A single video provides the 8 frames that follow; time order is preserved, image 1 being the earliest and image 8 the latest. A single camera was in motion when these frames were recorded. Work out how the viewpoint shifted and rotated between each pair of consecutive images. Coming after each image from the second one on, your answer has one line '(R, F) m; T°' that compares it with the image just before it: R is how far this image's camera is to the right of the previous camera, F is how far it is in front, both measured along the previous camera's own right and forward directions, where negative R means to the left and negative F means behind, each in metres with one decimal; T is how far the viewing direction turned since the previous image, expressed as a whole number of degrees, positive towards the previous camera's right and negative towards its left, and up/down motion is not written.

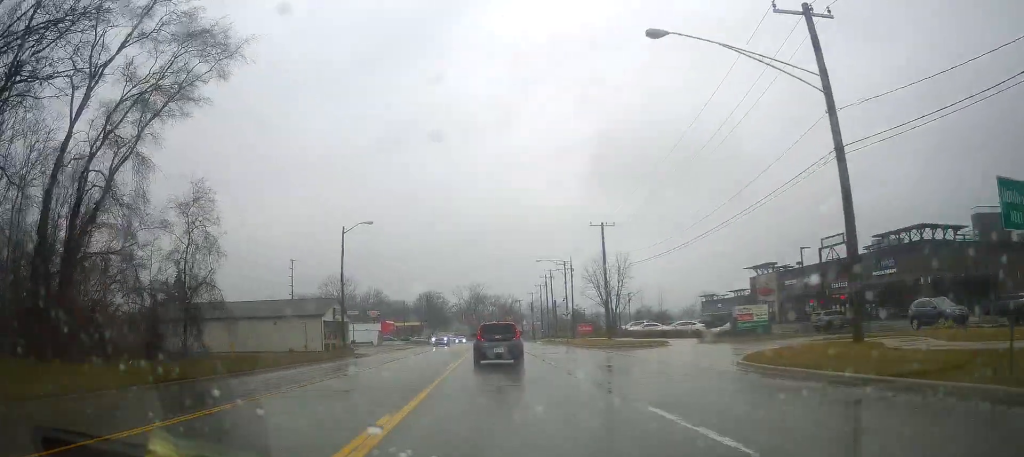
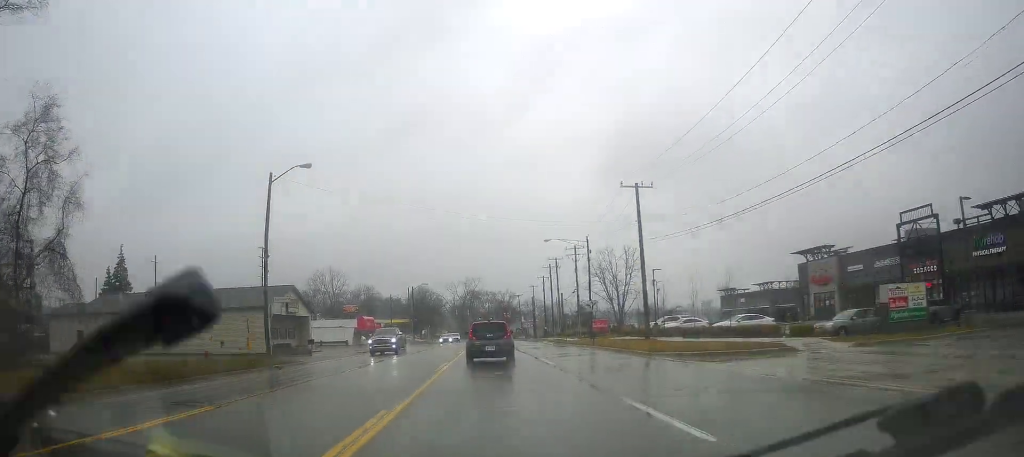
(0.0, +14.8) m; 0°
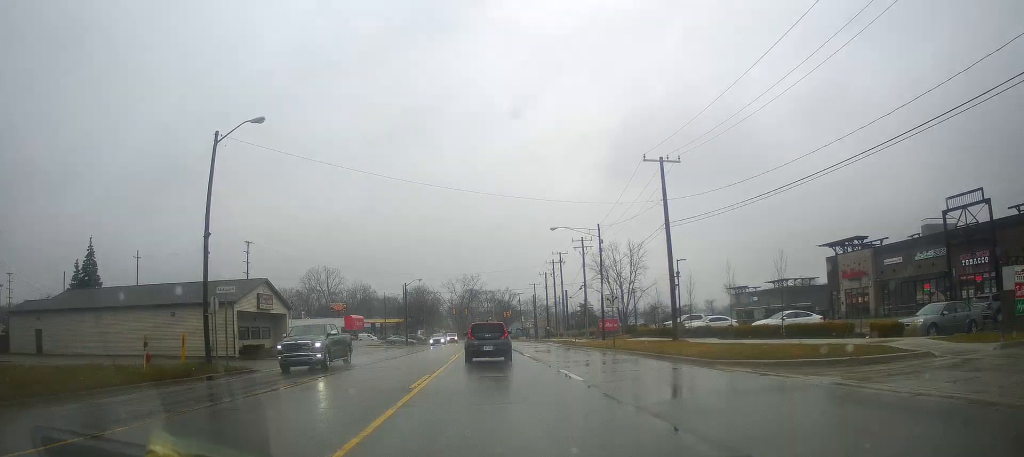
(0.0, +6.7) m; 0°
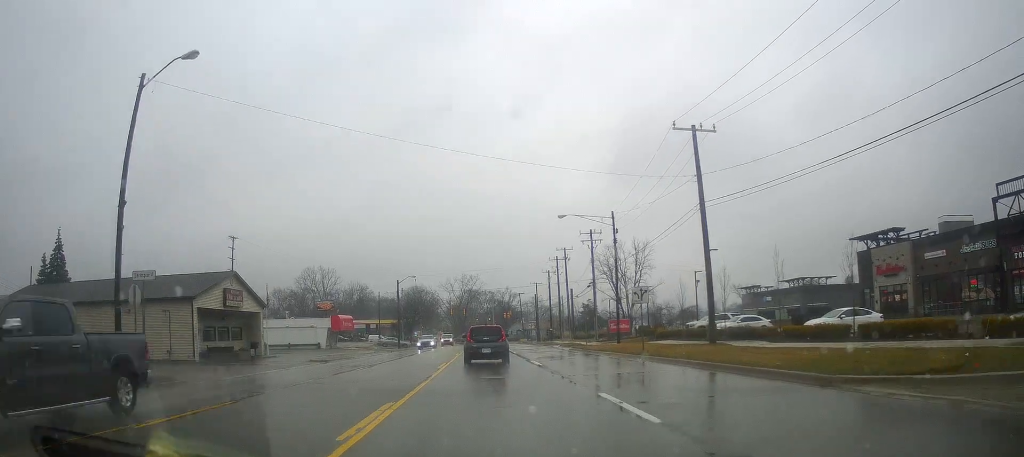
(0.0, +6.3) m; 0°
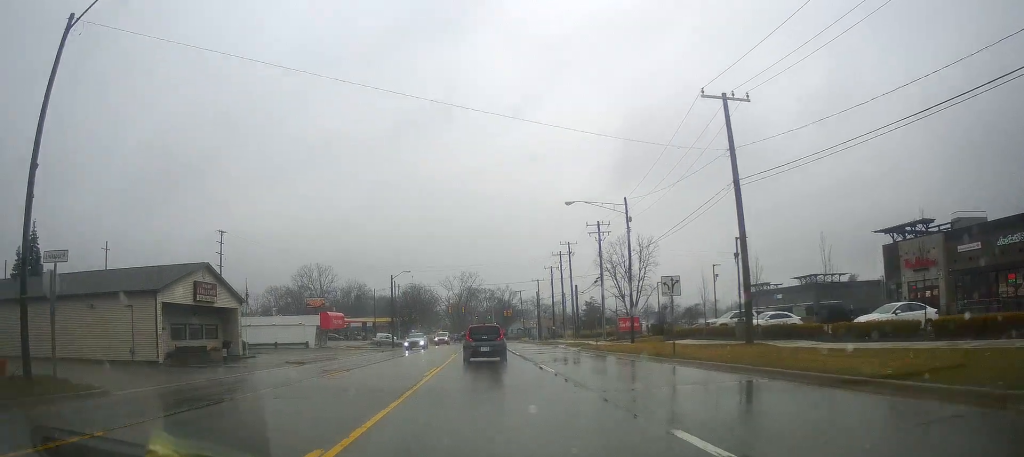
(0.0, +4.6) m; 0°
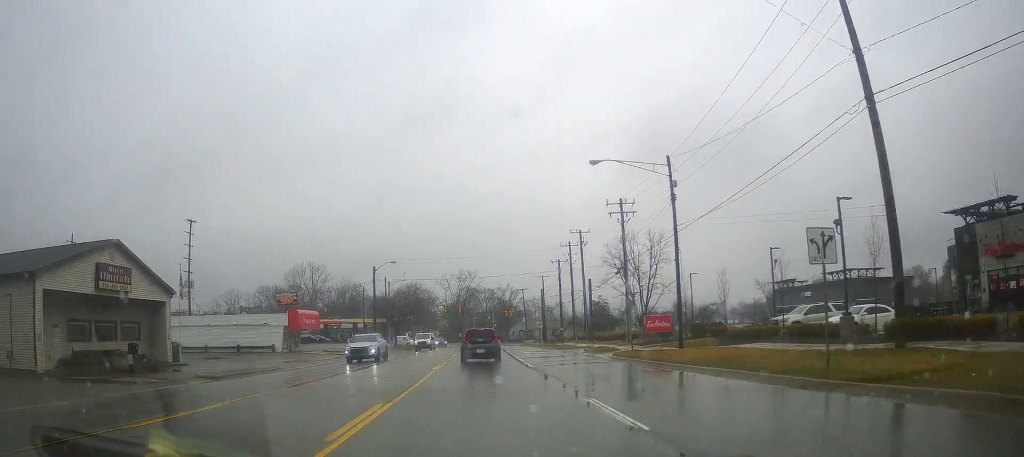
(0.0, +10.6) m; -2°
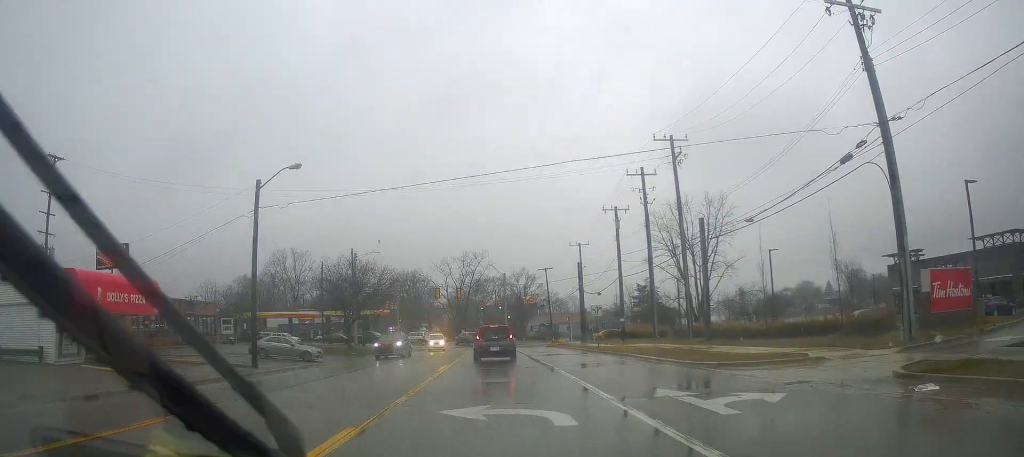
(-0.4, +32.7) m; 0°
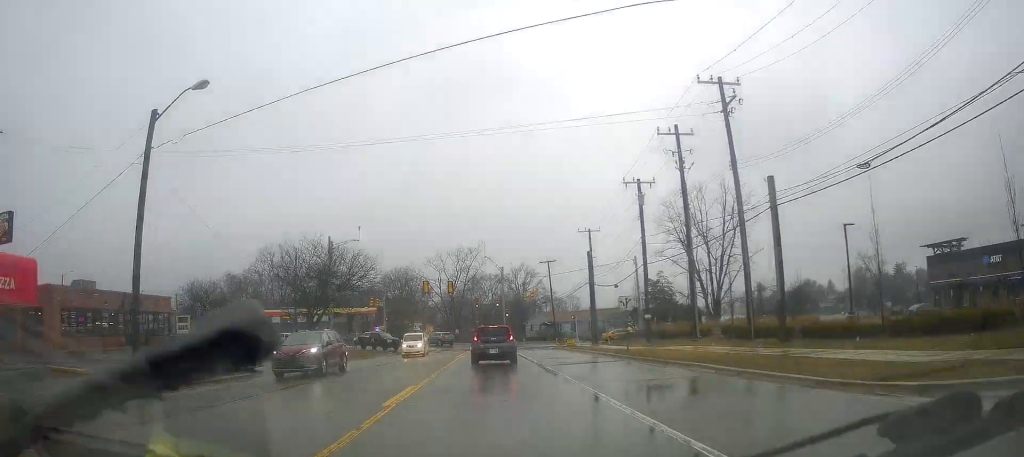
(-0.2, +9.6) m; 0°
